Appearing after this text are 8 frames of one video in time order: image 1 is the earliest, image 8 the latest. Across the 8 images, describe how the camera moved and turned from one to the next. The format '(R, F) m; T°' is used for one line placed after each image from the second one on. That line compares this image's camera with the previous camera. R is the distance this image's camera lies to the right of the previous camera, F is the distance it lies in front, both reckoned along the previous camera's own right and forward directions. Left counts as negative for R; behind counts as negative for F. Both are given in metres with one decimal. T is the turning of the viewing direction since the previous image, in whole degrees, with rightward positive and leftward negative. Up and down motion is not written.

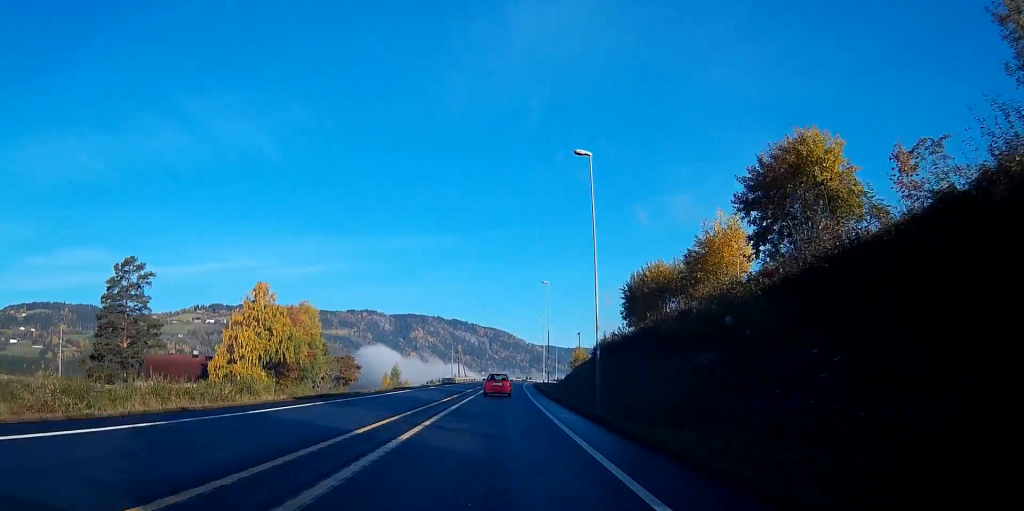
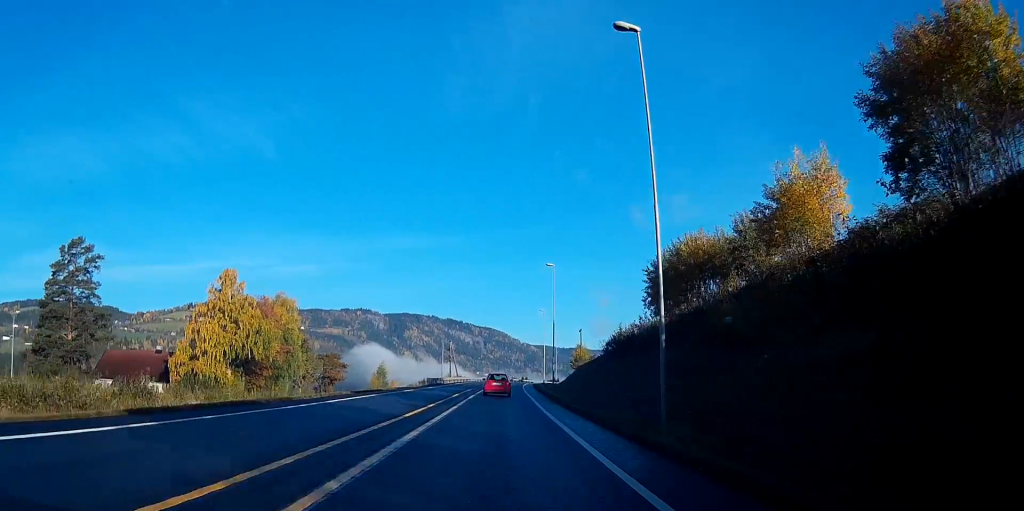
(0.0, +13.7) m; 0°
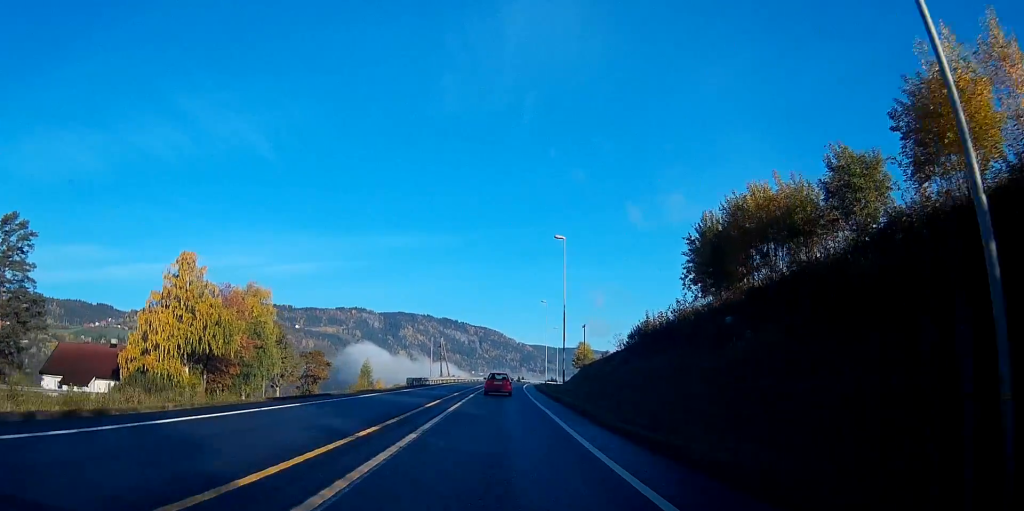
(+0.1, +14.2) m; 0°
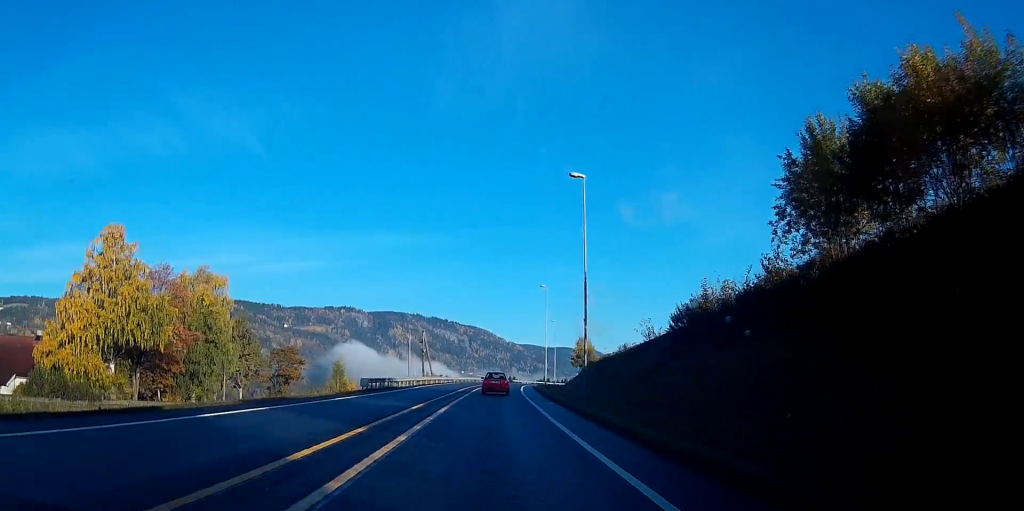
(0.0, +17.4) m; 0°
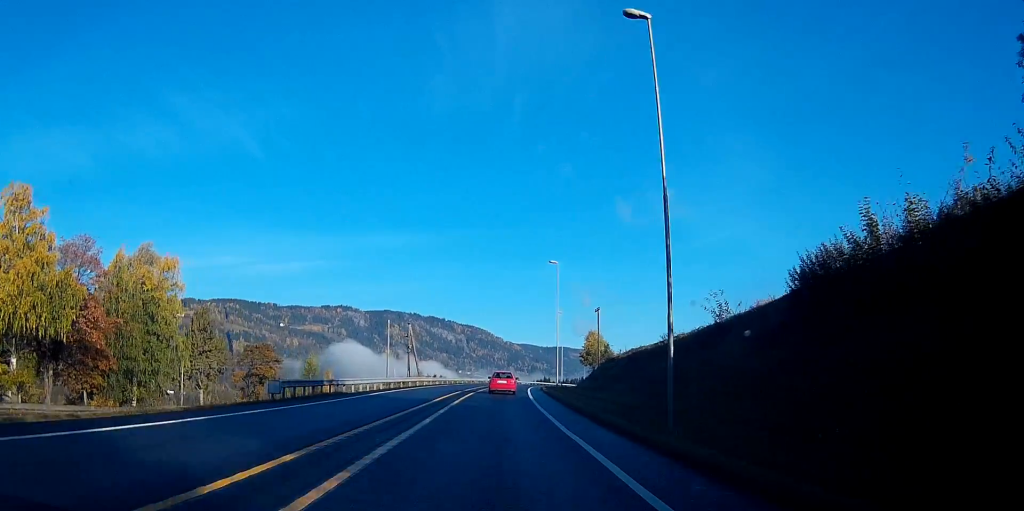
(0.0, +17.8) m; 0°
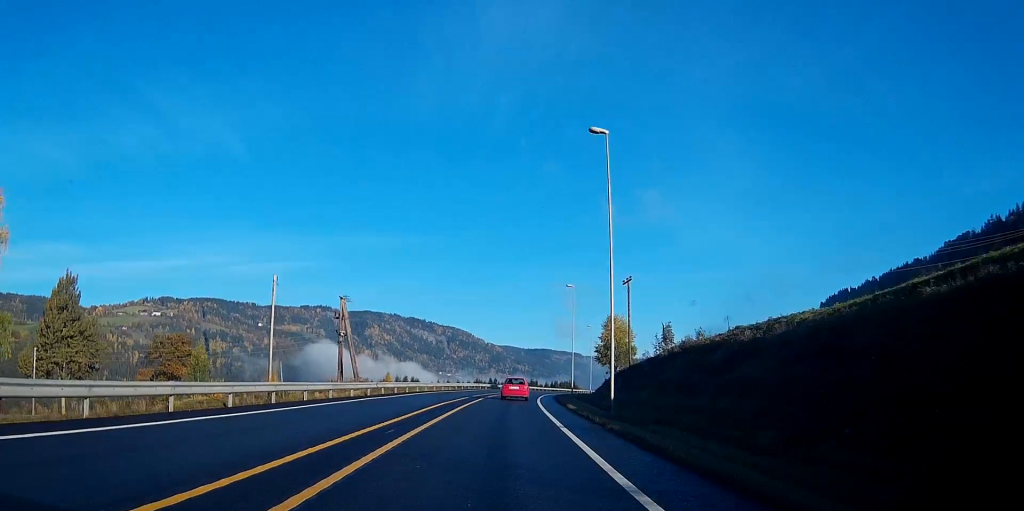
(0.0, +36.8) m; 0°
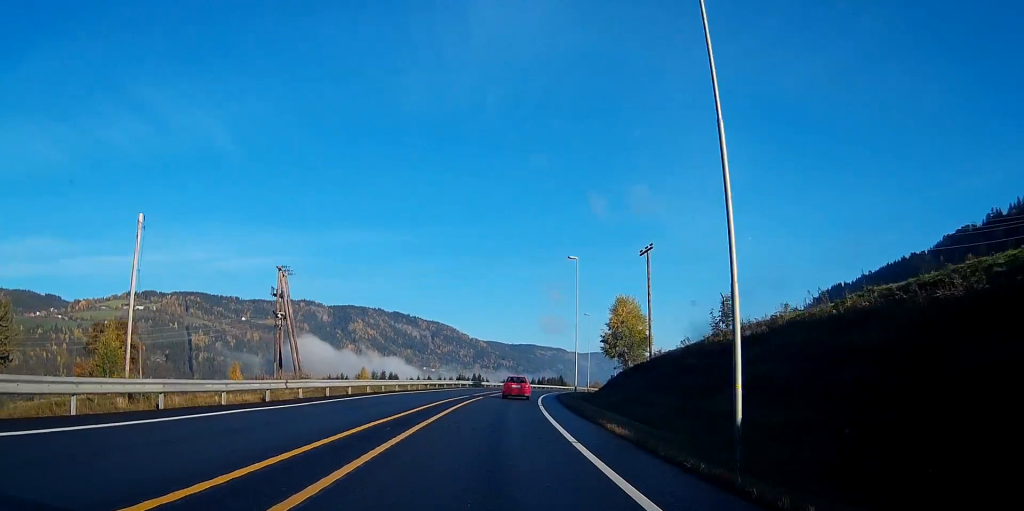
(+0.1, +15.9) m; +1°
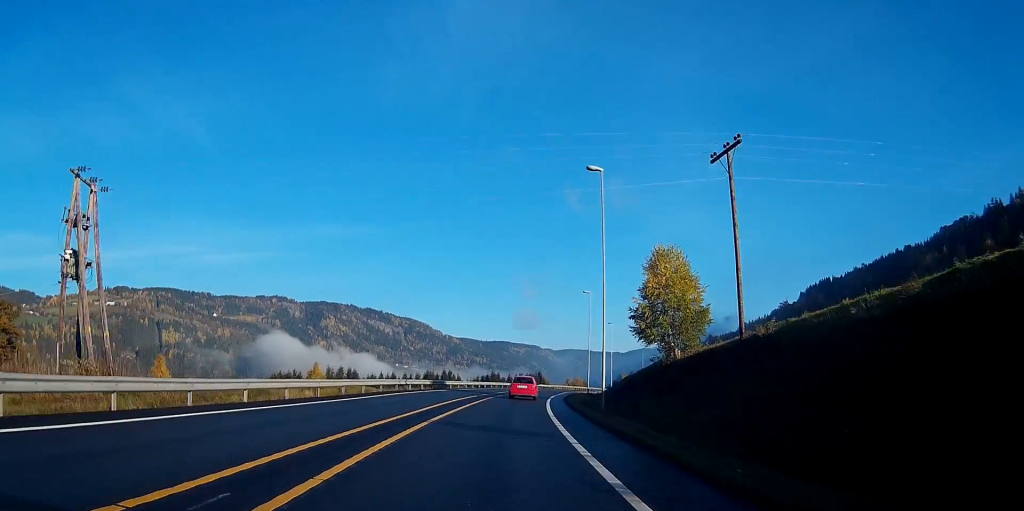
(+1.0, +25.9) m; +4°
